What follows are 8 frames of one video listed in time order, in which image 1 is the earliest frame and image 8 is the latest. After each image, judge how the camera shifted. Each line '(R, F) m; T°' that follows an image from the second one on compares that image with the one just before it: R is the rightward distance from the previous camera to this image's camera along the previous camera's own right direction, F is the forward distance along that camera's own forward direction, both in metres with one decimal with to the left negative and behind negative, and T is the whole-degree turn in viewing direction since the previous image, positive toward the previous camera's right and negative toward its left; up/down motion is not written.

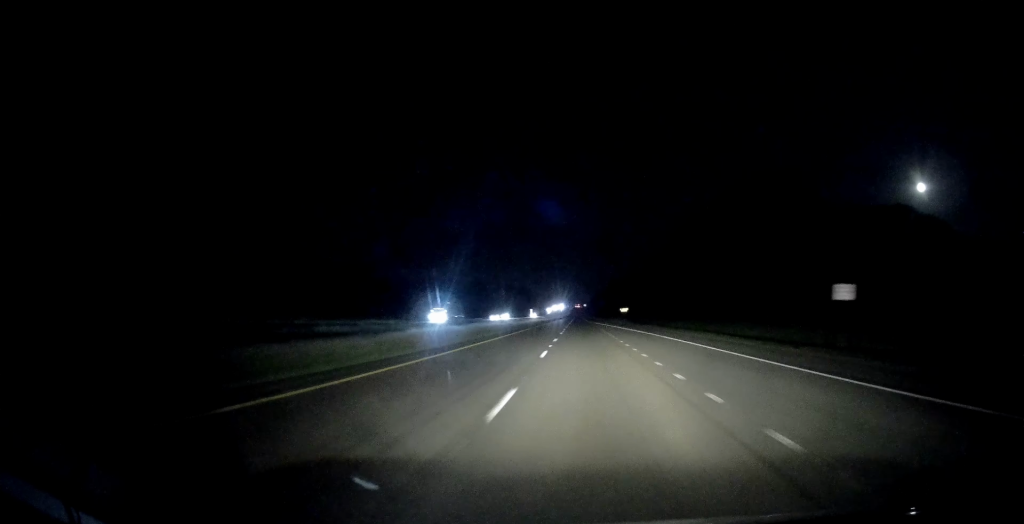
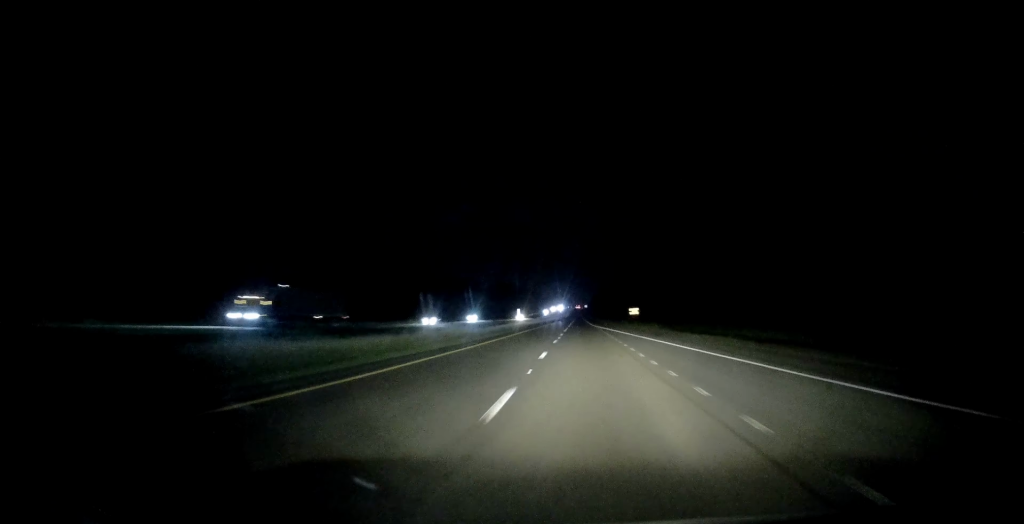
(+0.2, +36.7) m; 0°
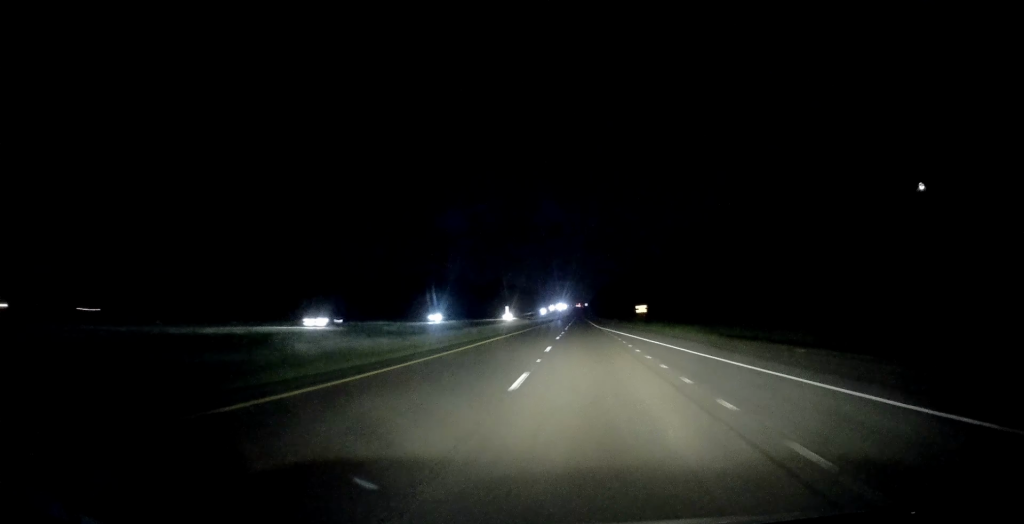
(-0.2, +20.9) m; 0°
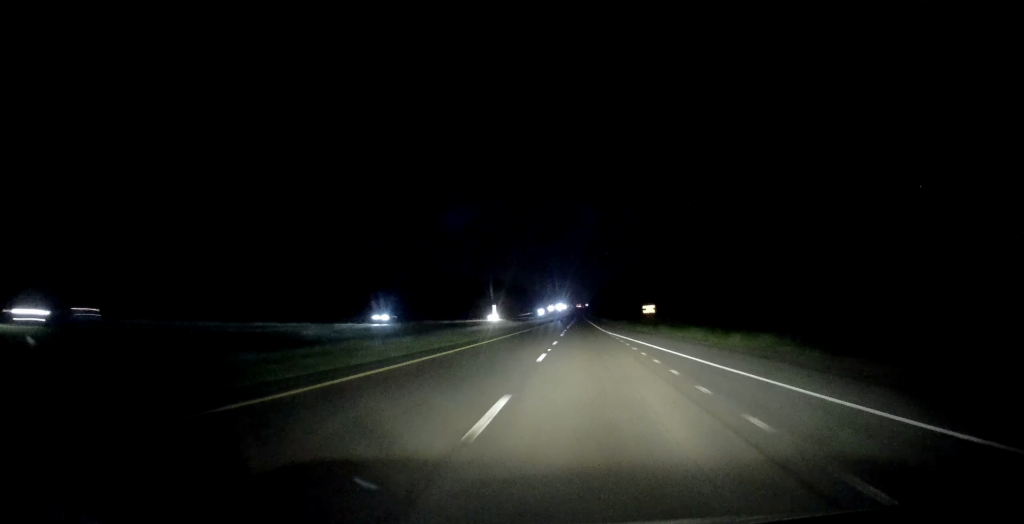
(-0.4, +16.7) m; 0°
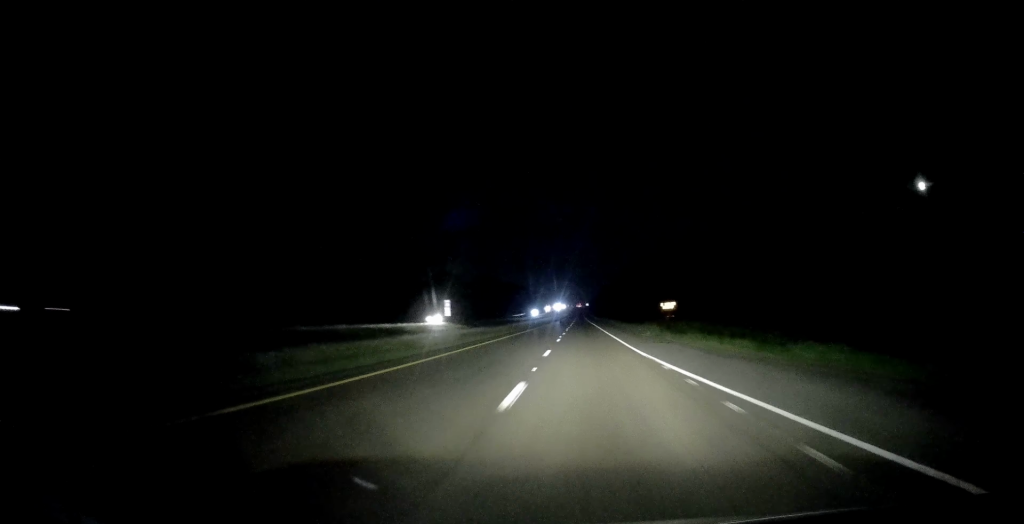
(+0.9, +32.5) m; 0°
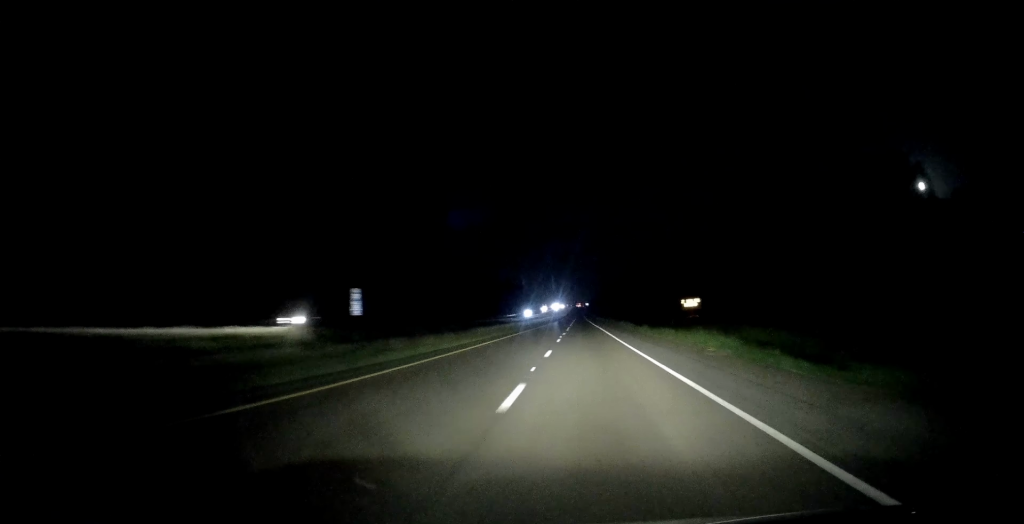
(-0.7, +24.0) m; 0°
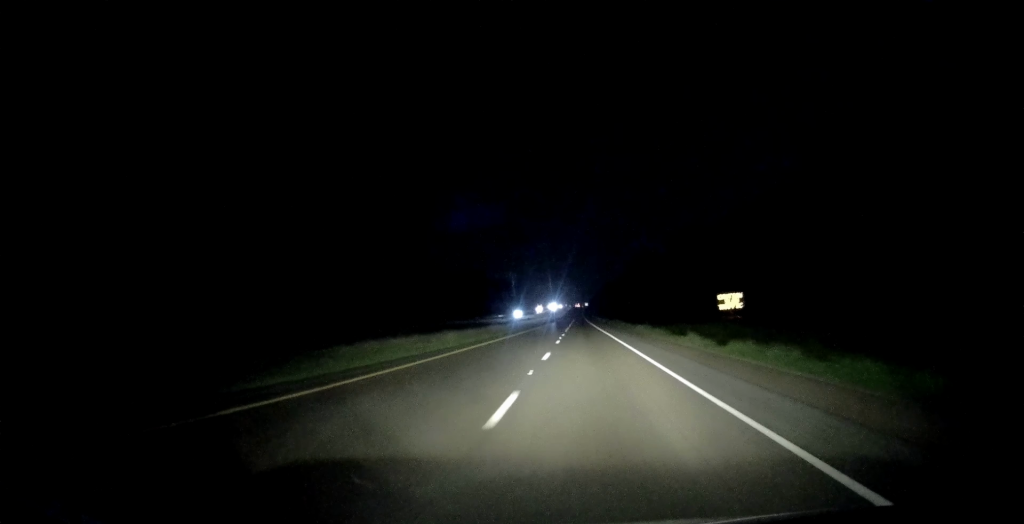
(+0.2, +25.1) m; +1°
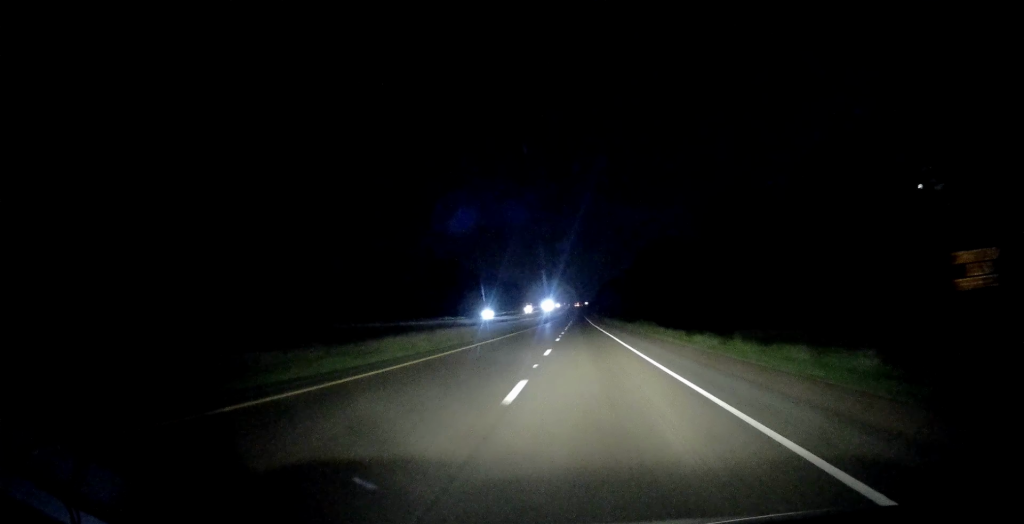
(+0.4, +46.1) m; -1°
